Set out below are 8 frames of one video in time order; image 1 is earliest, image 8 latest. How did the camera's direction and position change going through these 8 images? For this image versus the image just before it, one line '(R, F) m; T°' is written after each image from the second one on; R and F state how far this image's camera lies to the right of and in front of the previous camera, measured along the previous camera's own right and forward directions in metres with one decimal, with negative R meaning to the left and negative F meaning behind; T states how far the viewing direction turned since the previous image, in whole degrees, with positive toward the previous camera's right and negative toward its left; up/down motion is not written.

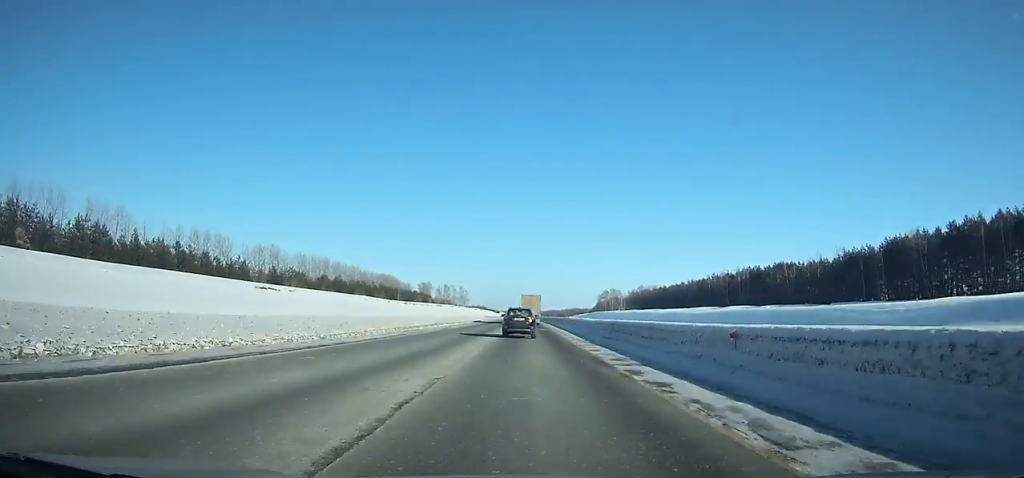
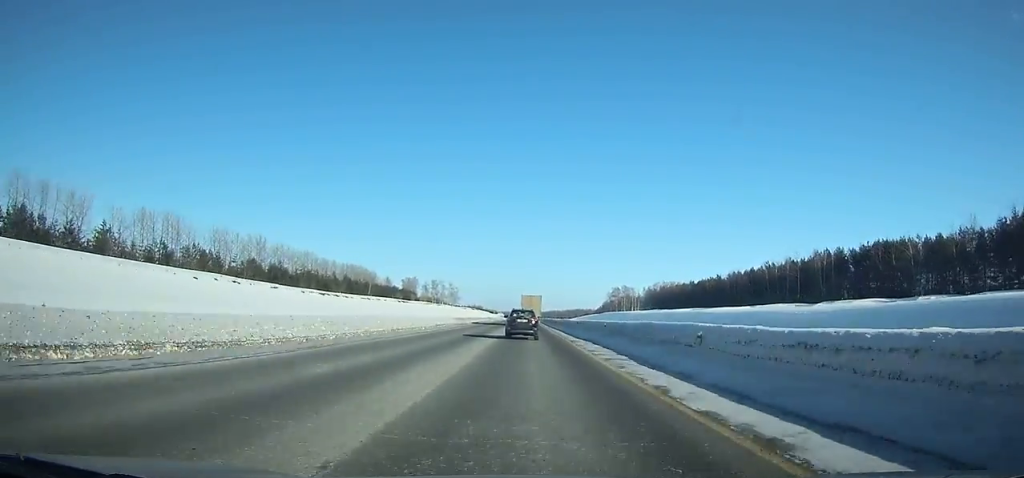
(-0.1, +58.3) m; 0°
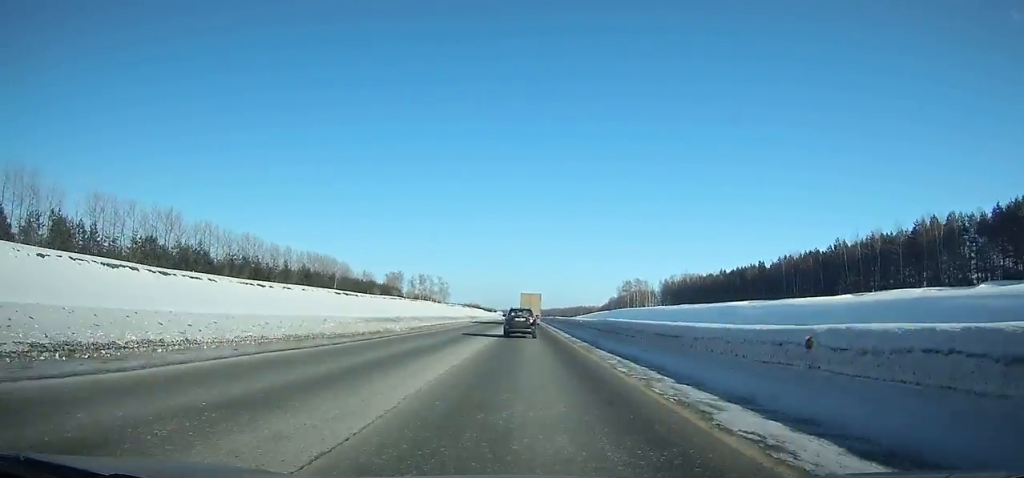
(0.0, +45.7) m; 0°
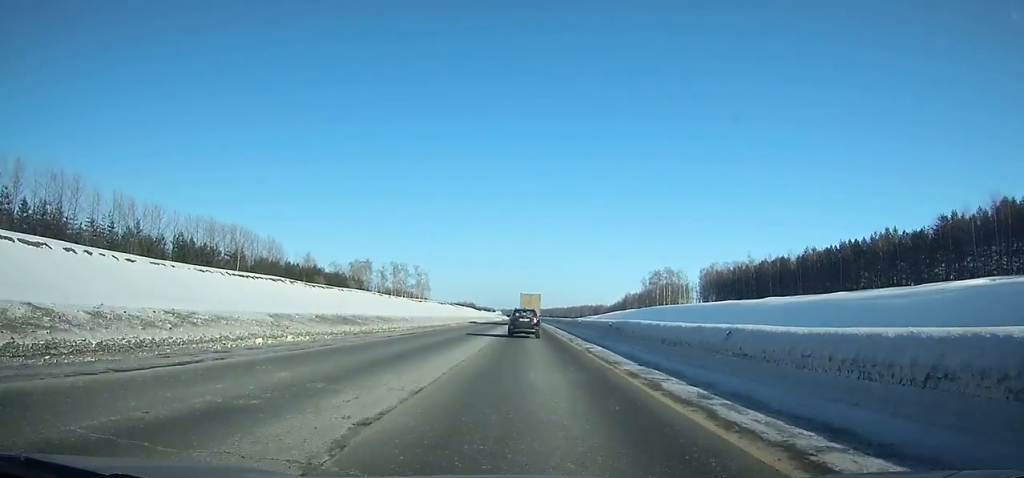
(+0.3, +73.9) m; 0°
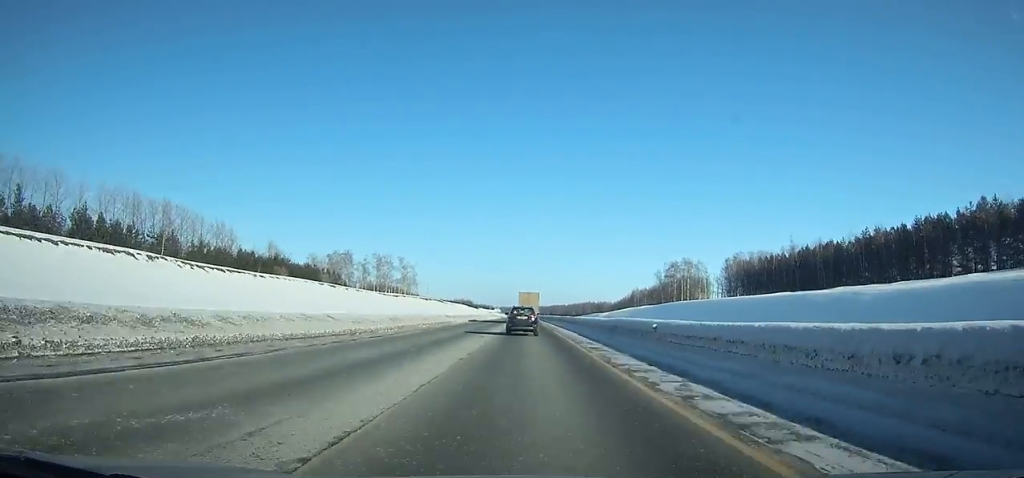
(0.0, +31.0) m; 0°
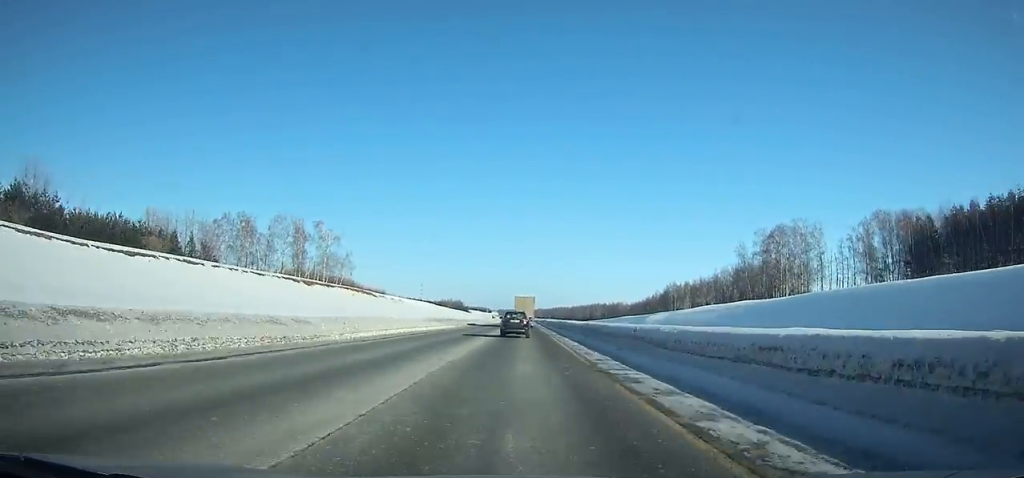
(-0.1, +96.5) m; 0°
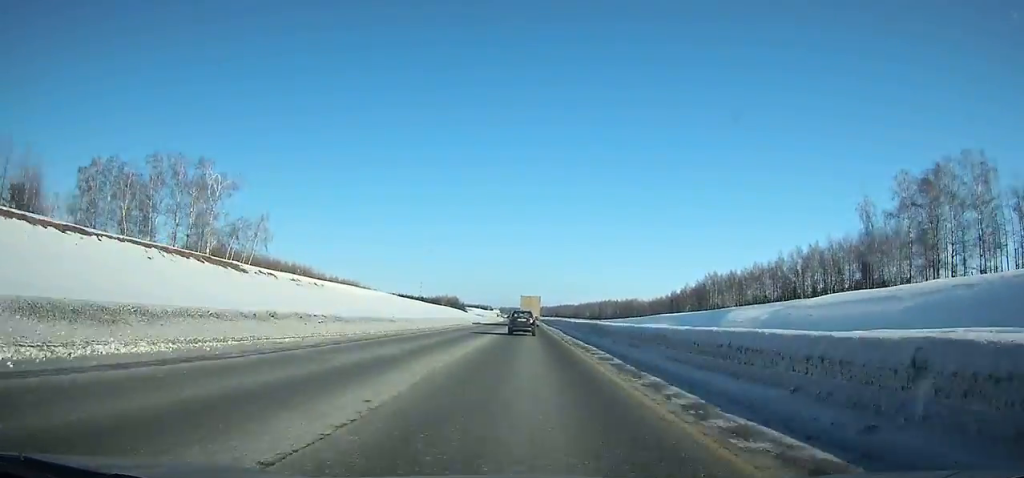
(-0.1, +56.0) m; 0°
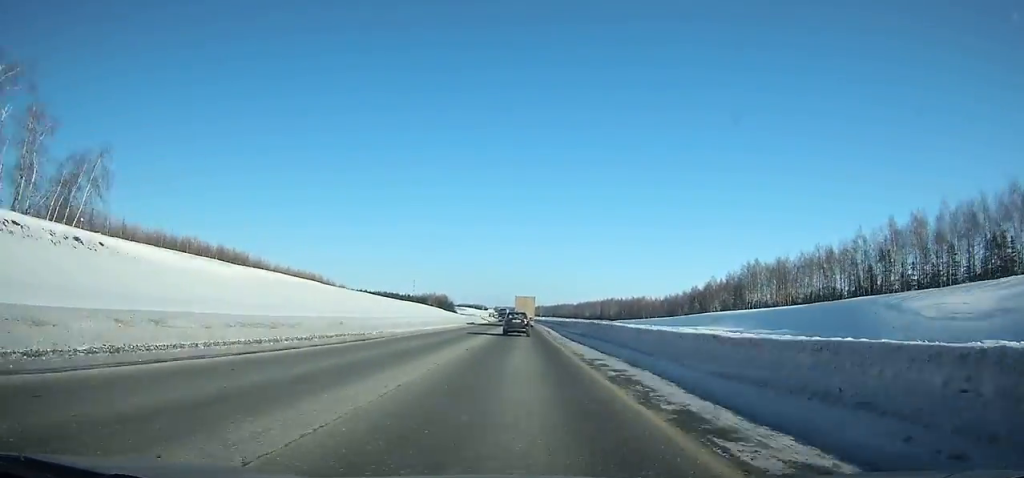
(0.0, +44.2) m; 0°
